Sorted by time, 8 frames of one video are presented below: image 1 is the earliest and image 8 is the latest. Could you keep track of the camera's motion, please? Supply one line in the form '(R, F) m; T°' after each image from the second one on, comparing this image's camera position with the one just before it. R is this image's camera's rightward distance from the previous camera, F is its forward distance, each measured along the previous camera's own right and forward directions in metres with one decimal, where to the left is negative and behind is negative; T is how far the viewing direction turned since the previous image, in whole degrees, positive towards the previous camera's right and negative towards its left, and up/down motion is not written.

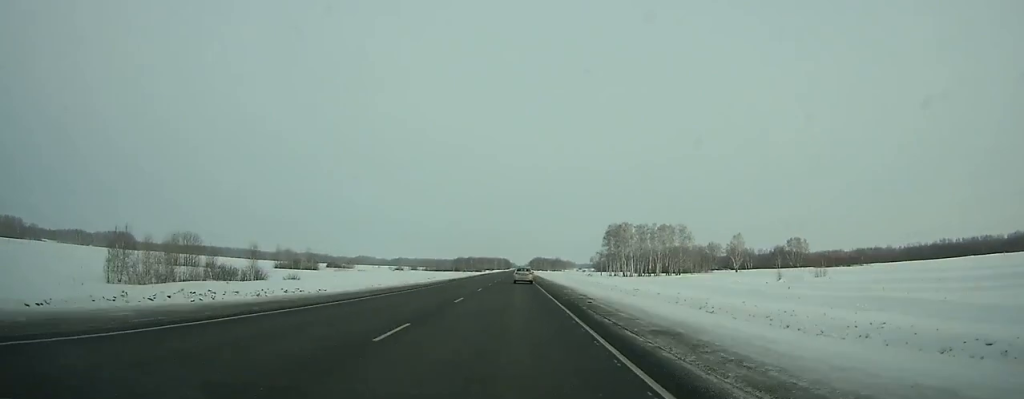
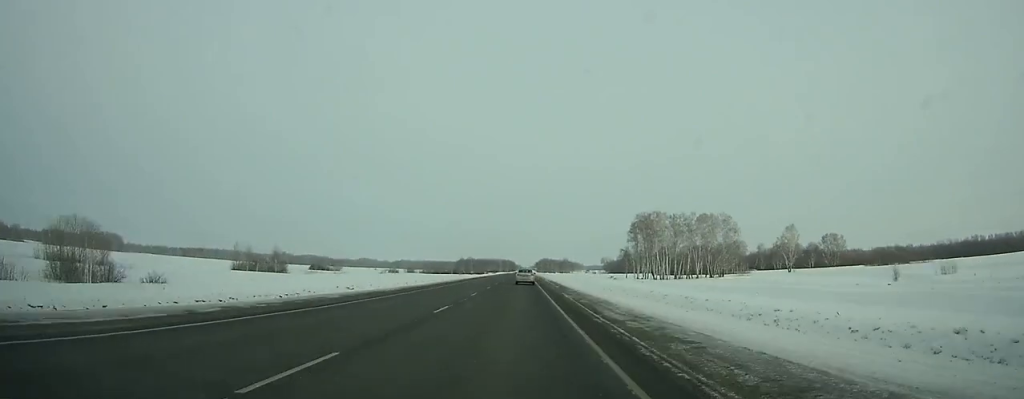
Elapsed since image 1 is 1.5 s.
(0.0, +40.2) m; 0°
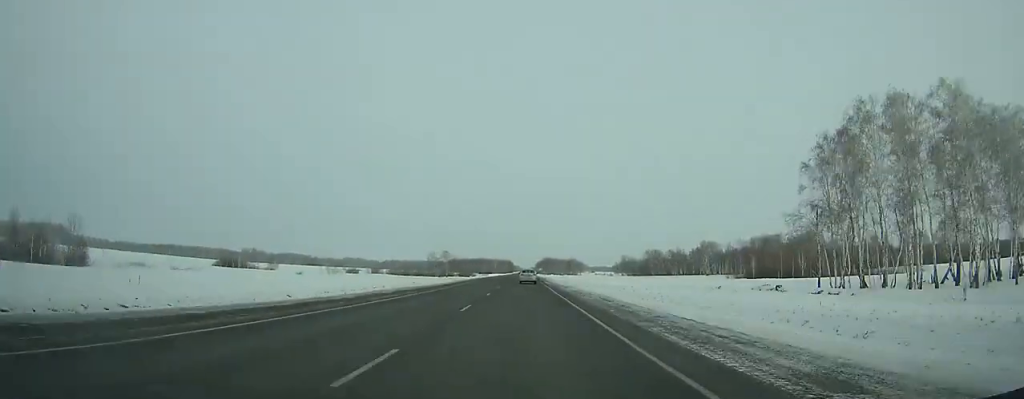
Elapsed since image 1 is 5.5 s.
(0.0, +107.0) m; 0°
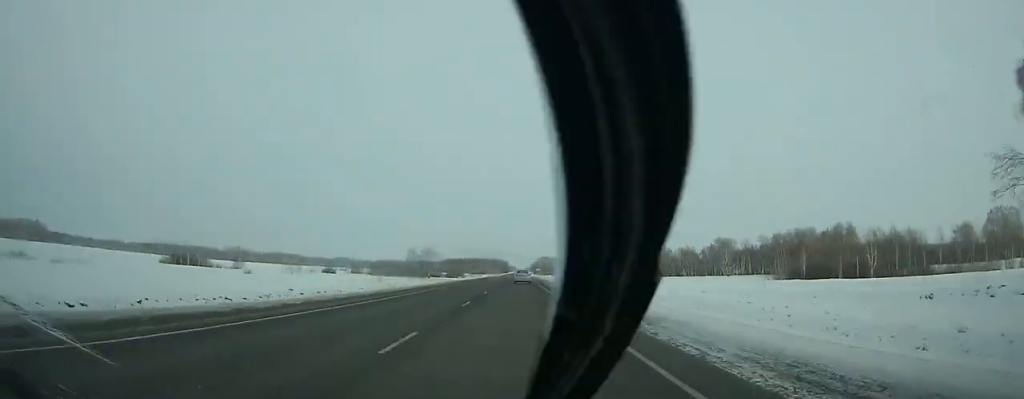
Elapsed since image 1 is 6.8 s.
(+0.2, +34.8) m; 0°
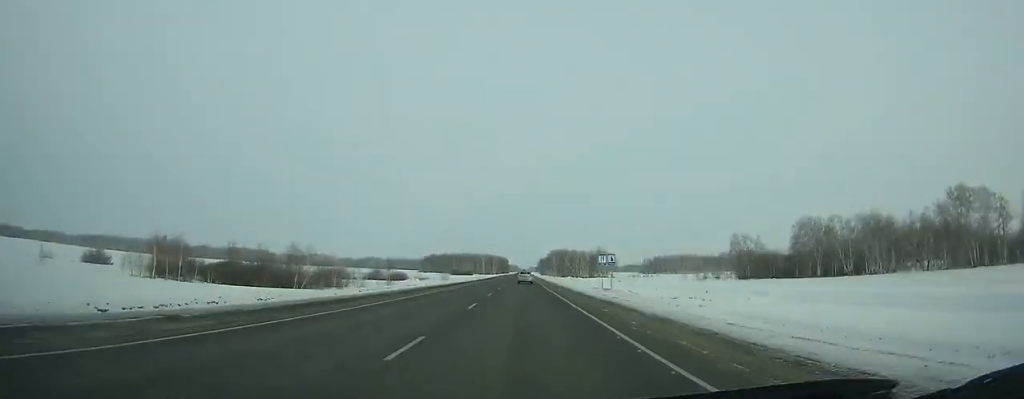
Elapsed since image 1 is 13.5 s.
(-0.7, +182.3) m; 0°
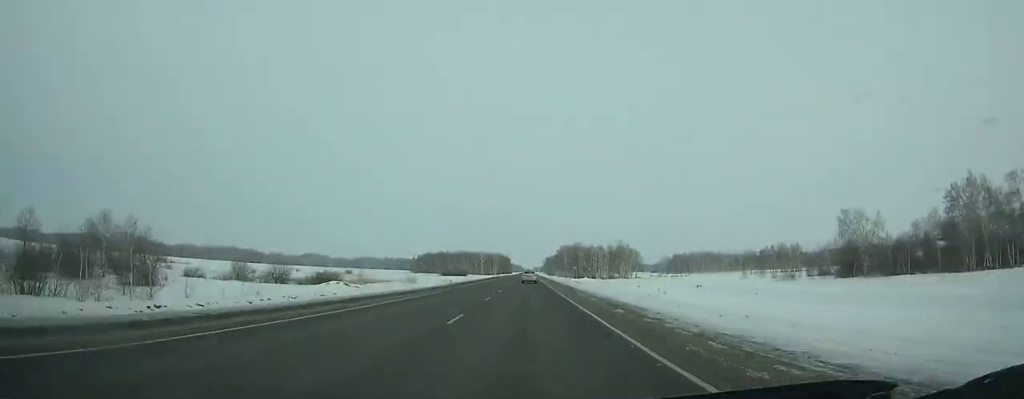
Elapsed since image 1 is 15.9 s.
(0.0, +66.7) m; 0°
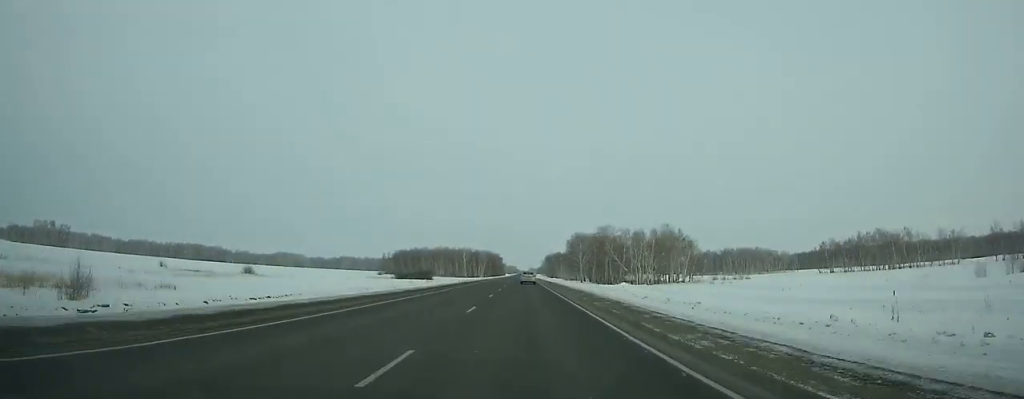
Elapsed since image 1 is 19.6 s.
(+0.2, +103.6) m; 0°
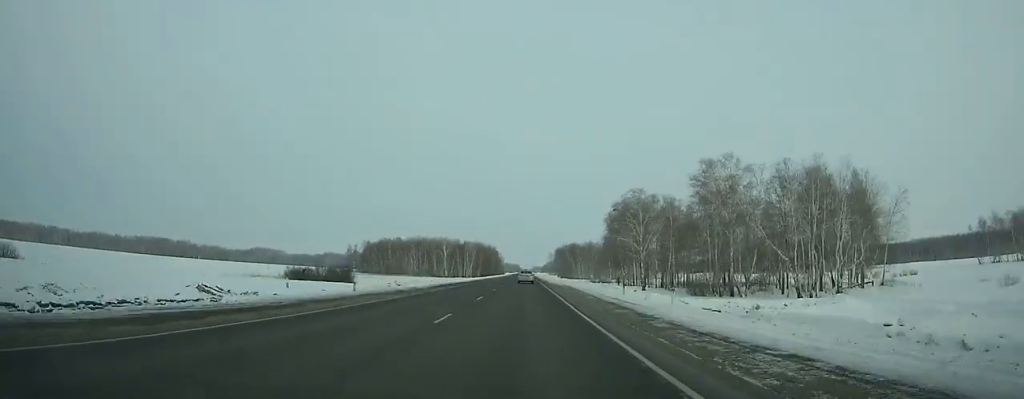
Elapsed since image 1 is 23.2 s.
(+0.3, +100.6) m; 0°
